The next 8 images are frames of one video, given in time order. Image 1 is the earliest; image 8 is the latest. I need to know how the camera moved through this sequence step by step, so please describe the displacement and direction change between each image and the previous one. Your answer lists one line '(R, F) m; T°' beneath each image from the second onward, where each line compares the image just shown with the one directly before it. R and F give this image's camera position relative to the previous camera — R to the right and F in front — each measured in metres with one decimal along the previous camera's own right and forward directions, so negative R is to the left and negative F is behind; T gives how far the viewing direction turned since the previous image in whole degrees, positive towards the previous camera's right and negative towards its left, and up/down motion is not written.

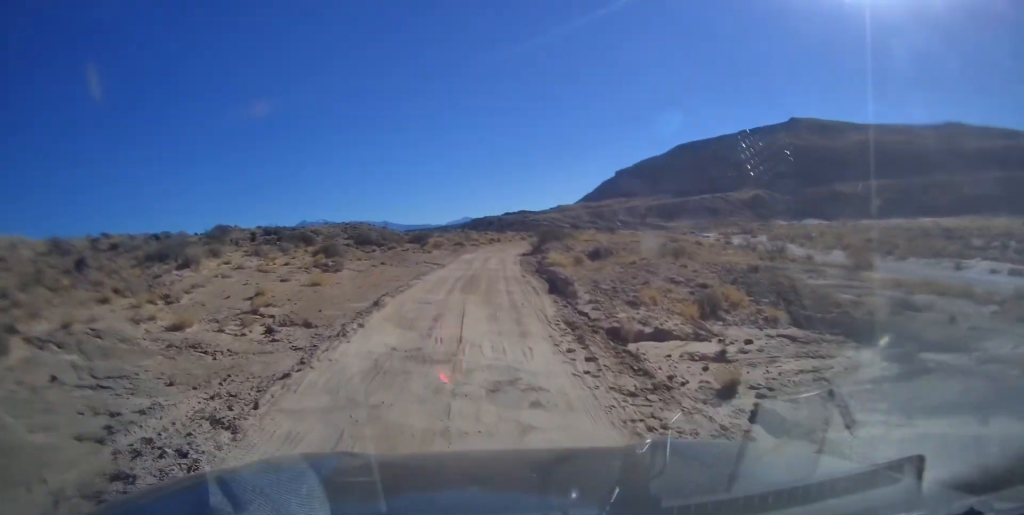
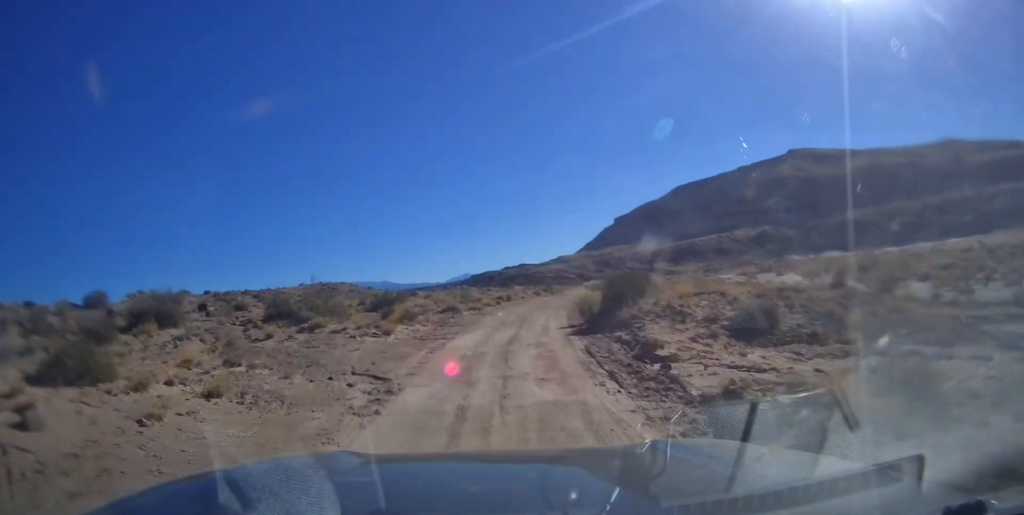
(+0.5, +20.8) m; +1°
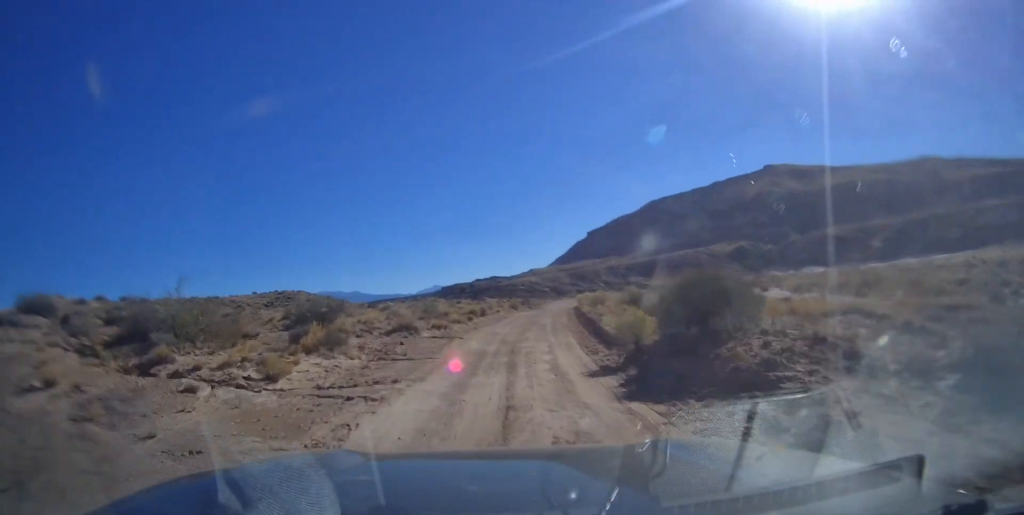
(0.0, +8.9) m; 0°
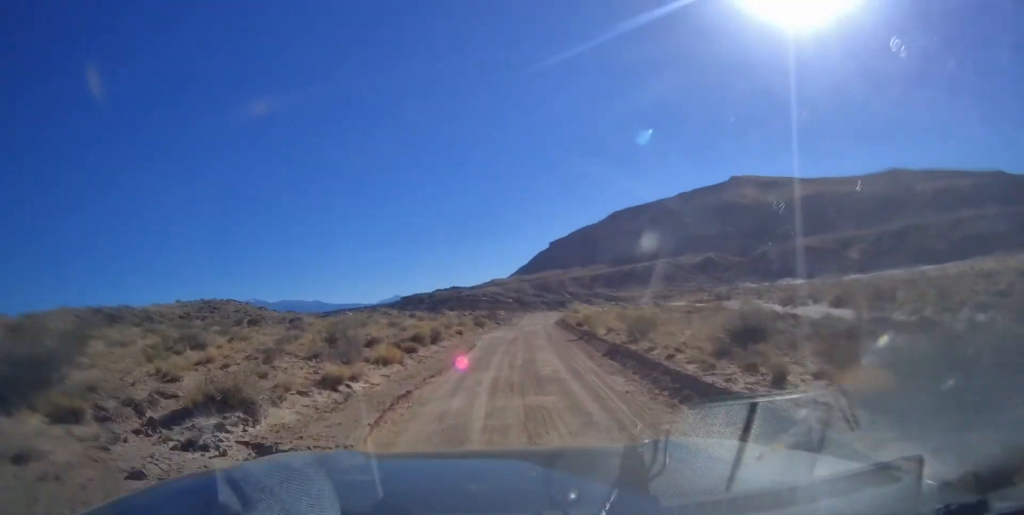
(0.0, +13.6) m; +2°
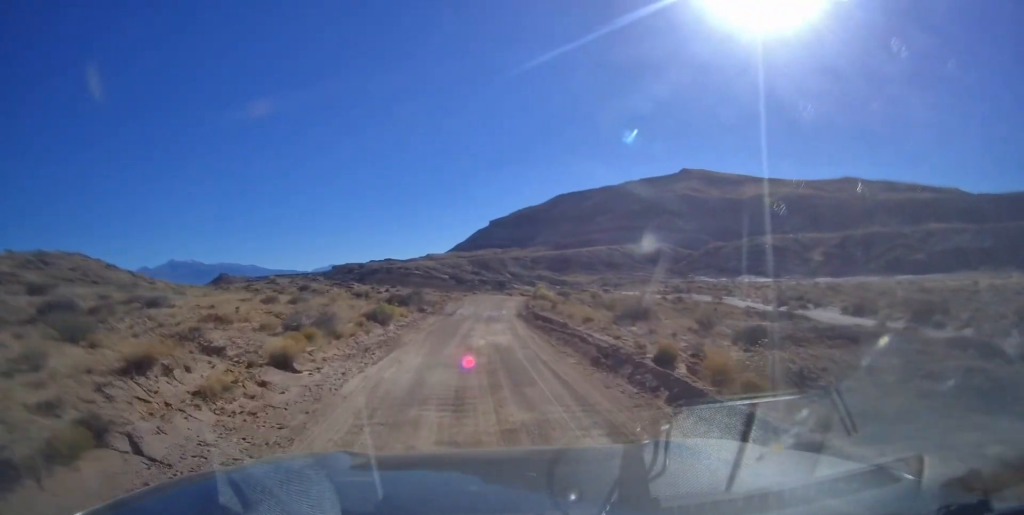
(+1.2, +22.3) m; +6°
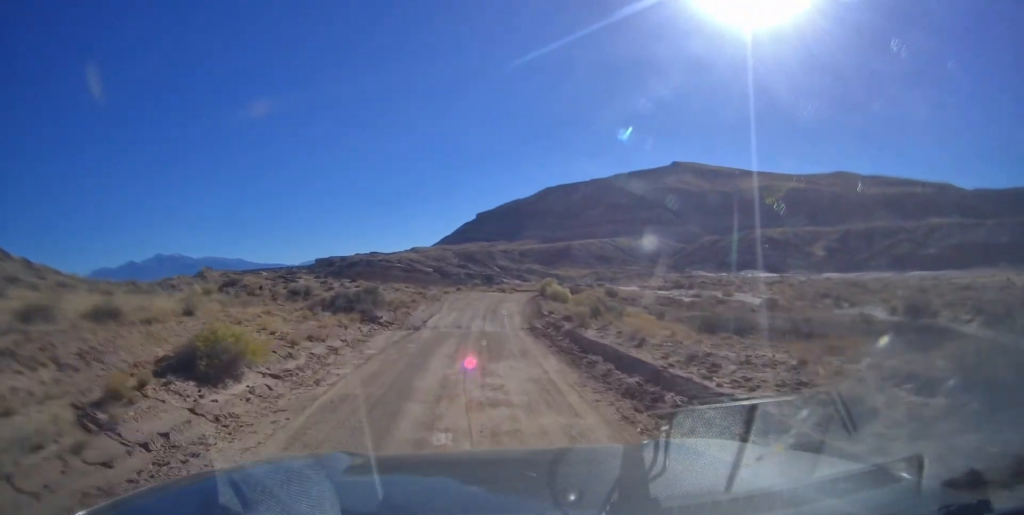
(+0.9, +14.2) m; +2°
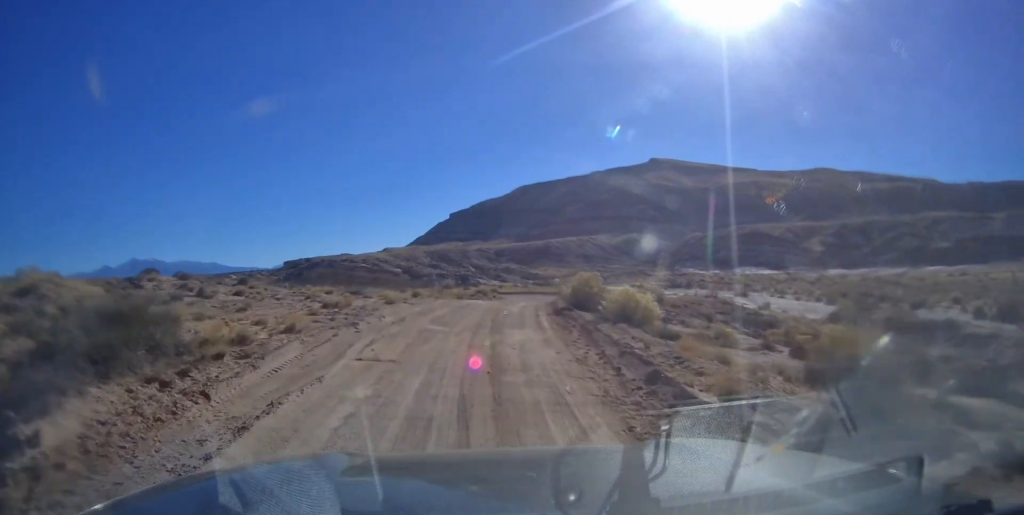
(-0.5, +20.0) m; 0°
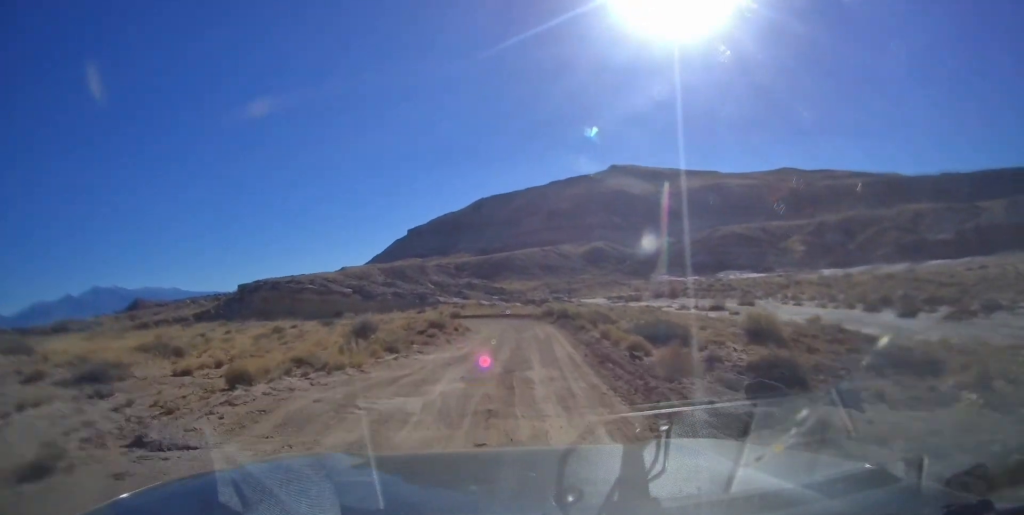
(+0.4, +18.3) m; +4°
